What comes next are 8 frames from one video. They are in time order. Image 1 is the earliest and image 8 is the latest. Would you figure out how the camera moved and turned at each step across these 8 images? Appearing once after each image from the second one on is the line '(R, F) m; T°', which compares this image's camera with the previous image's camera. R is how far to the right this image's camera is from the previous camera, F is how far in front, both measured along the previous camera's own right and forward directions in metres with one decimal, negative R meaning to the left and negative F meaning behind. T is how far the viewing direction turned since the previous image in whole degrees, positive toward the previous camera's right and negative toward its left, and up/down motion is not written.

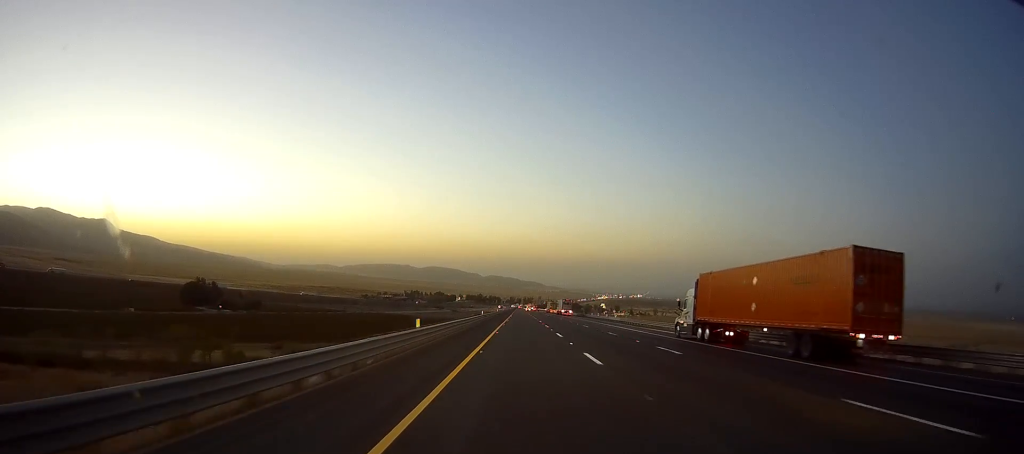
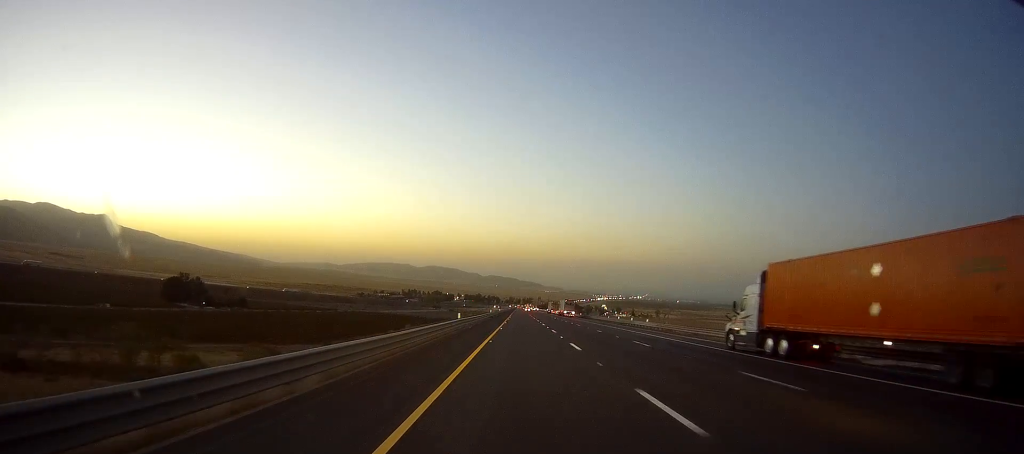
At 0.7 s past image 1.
(-0.1, +23.5) m; 0°
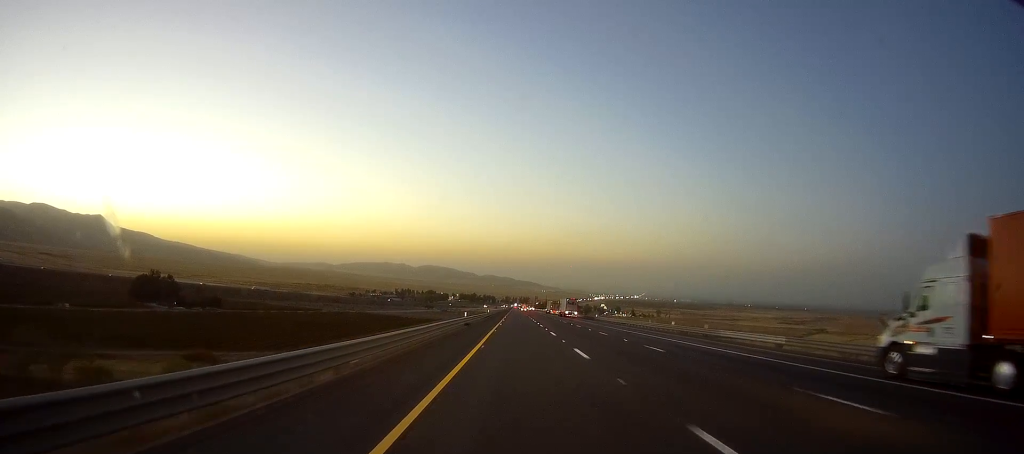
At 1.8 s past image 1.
(+0.3, +33.1) m; 0°
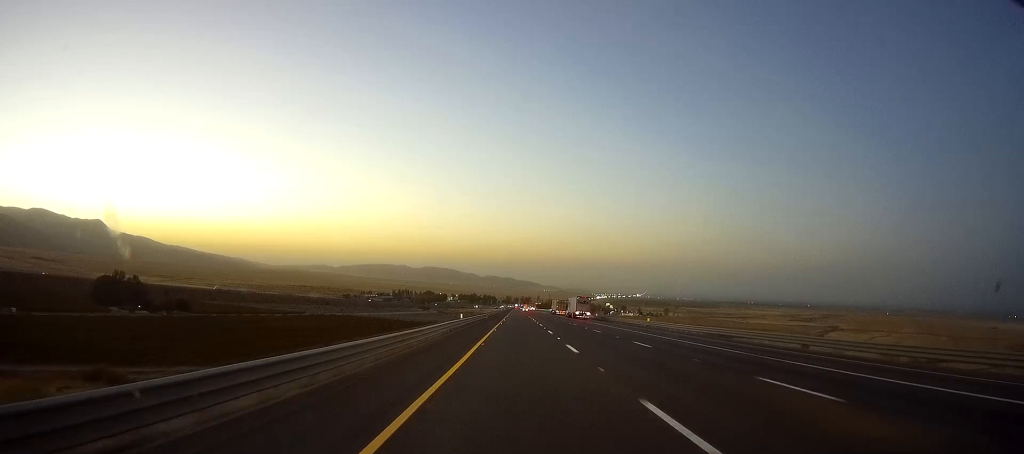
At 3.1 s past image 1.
(0.0, +41.7) m; 0°
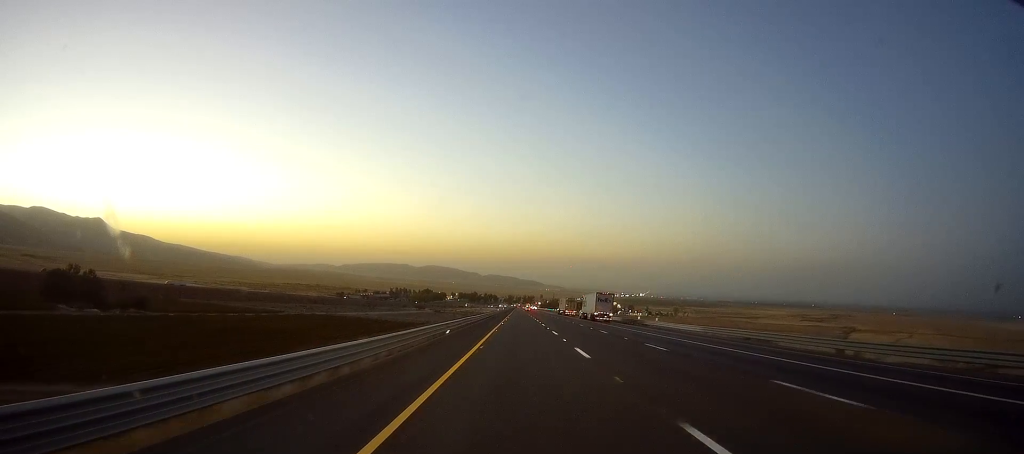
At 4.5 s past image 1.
(-0.4, +45.9) m; -1°
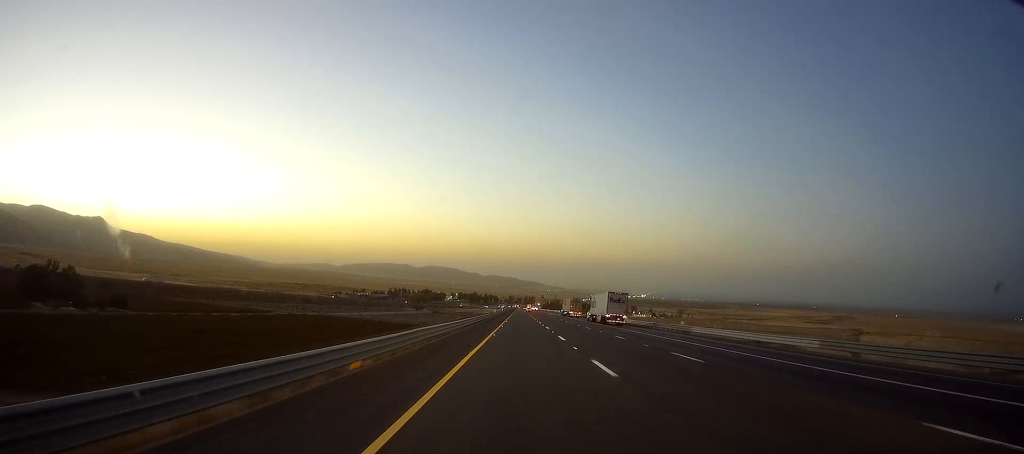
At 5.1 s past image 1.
(0.0, +19.2) m; +1°
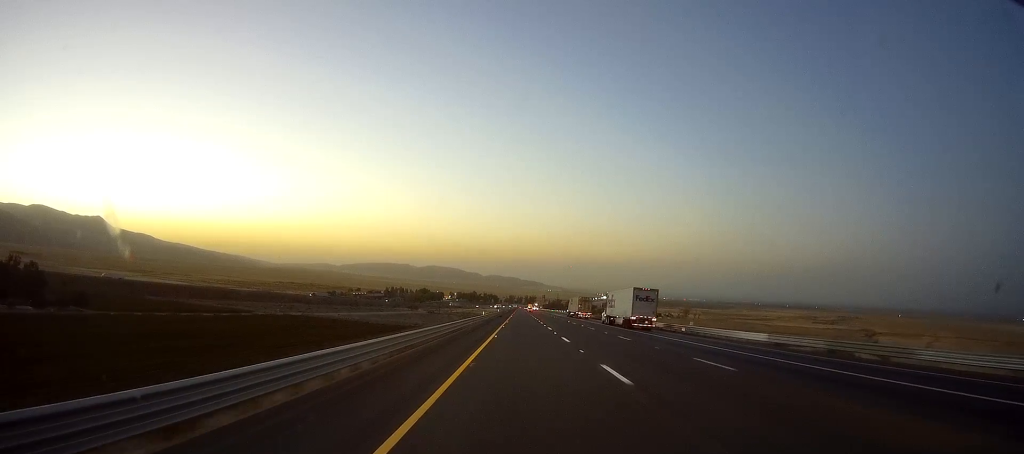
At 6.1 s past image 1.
(+0.3, +31.0) m; 0°
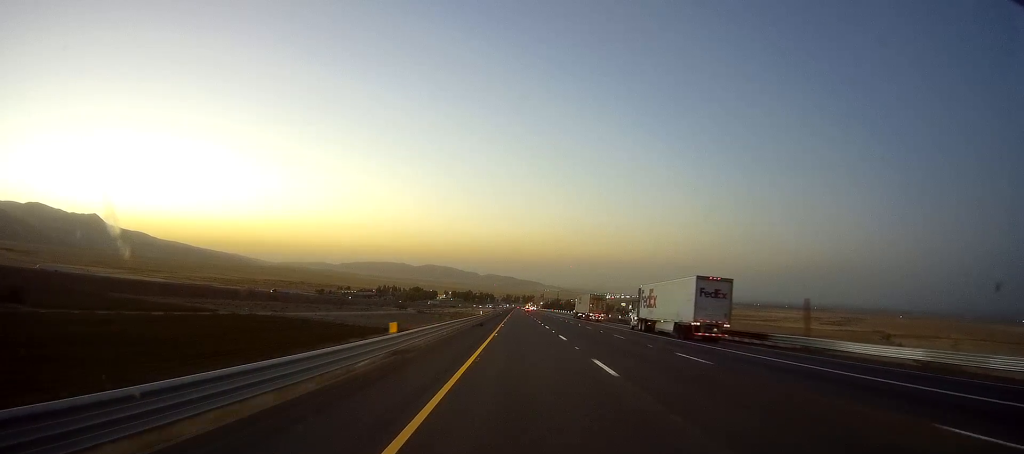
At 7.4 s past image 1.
(-0.3, +42.5) m; 0°
